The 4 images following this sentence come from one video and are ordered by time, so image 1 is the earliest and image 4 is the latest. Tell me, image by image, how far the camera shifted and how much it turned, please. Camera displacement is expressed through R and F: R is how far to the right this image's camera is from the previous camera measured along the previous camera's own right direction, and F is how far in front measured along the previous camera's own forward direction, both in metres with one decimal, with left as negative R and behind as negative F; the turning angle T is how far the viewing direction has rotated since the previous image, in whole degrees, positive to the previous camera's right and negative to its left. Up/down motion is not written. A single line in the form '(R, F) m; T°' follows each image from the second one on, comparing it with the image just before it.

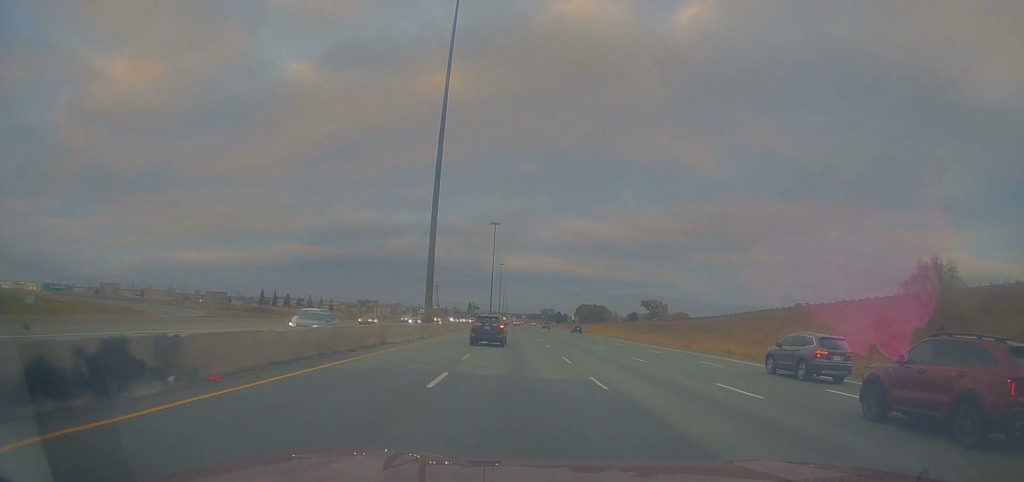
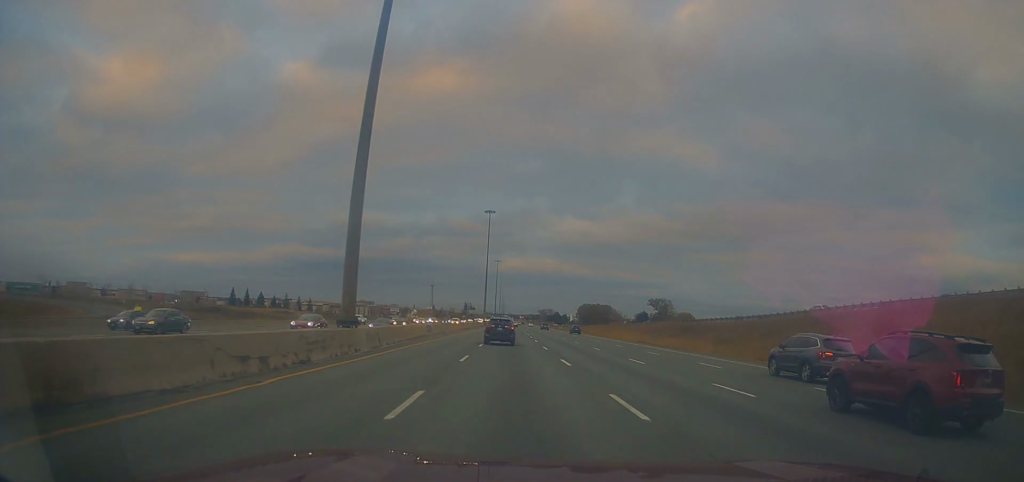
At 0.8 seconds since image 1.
(-0.3, +23.8) m; 0°
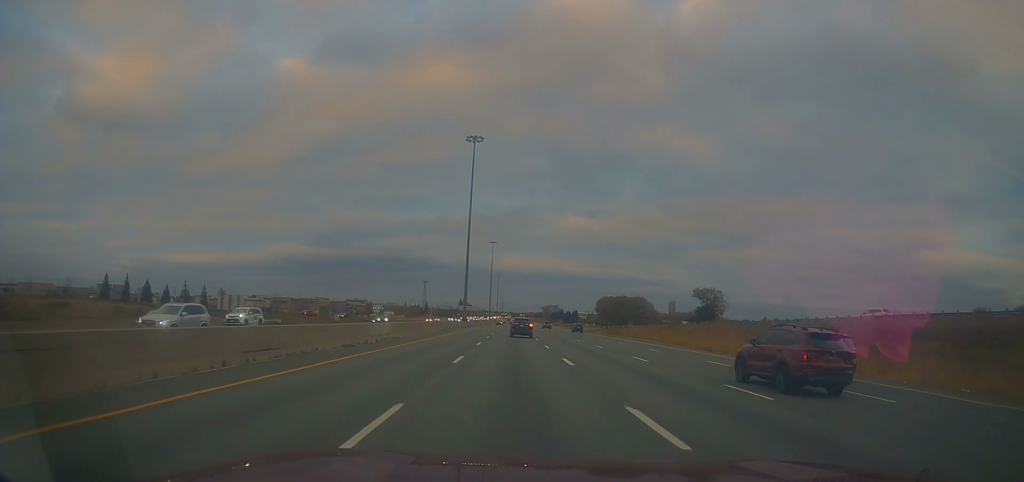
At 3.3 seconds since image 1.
(+0.4, +73.8) m; 0°
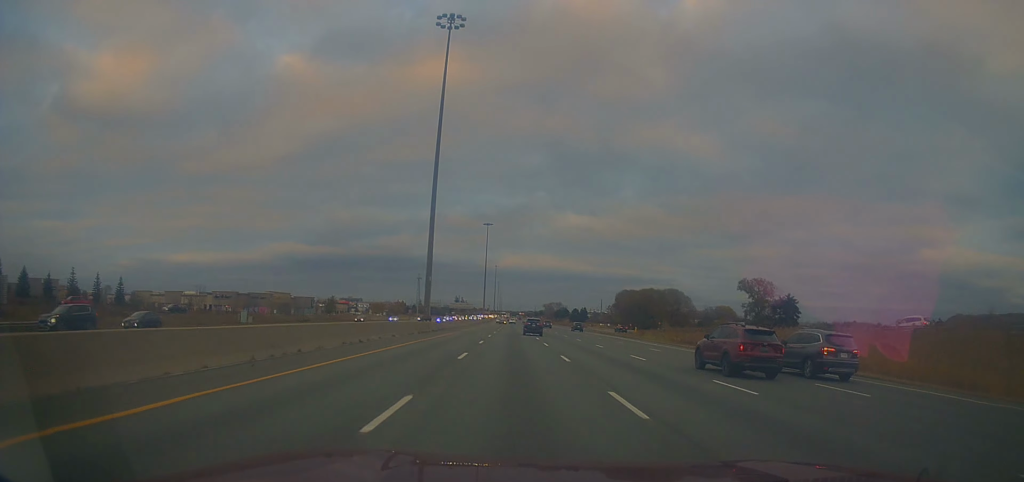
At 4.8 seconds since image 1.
(+0.1, +46.5) m; 0°
